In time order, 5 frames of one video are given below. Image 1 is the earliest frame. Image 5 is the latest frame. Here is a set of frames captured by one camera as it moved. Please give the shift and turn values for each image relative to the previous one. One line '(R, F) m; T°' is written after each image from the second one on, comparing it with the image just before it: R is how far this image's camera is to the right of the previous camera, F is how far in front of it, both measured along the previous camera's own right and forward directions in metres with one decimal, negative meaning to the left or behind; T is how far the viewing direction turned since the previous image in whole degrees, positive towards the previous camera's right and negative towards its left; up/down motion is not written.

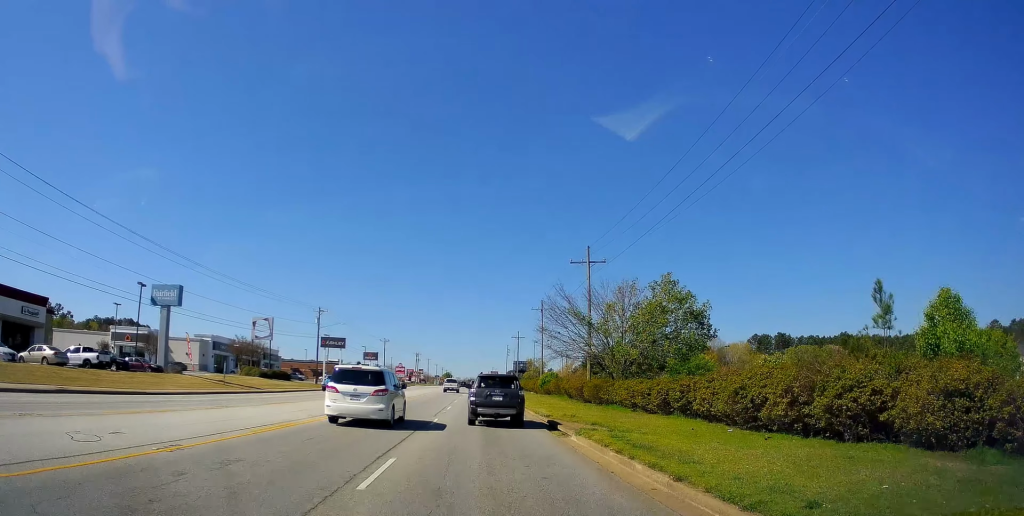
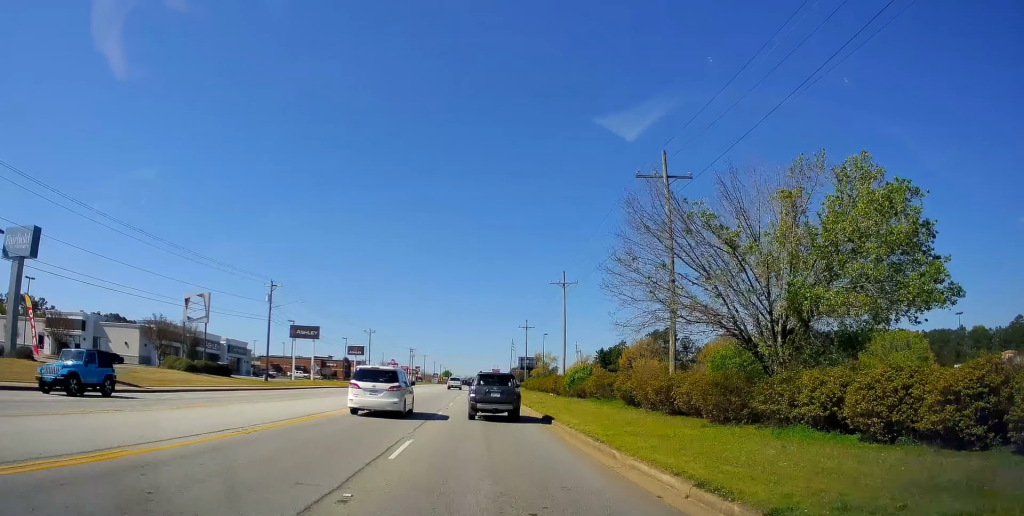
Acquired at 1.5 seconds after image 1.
(+0.1, +20.8) m; +1°
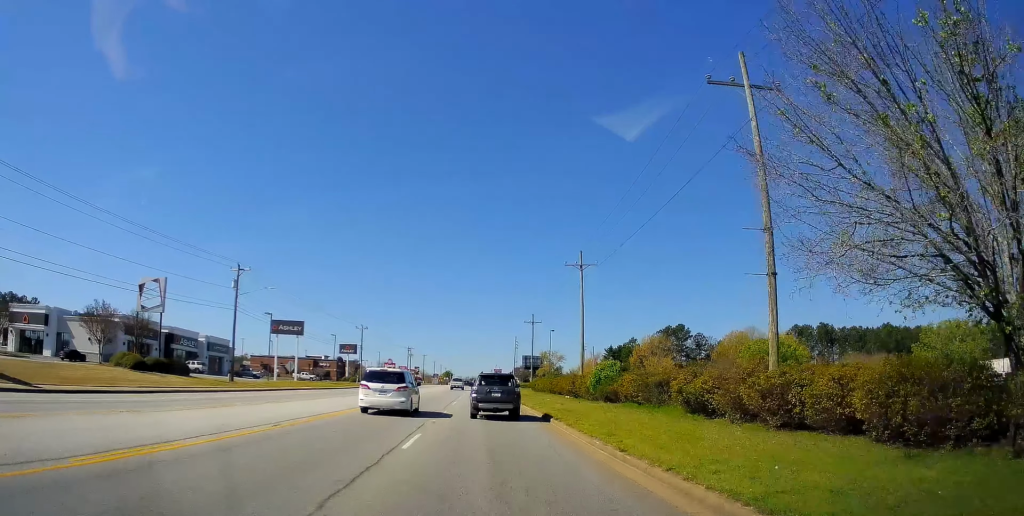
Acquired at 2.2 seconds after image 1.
(0.0, +9.9) m; 0°
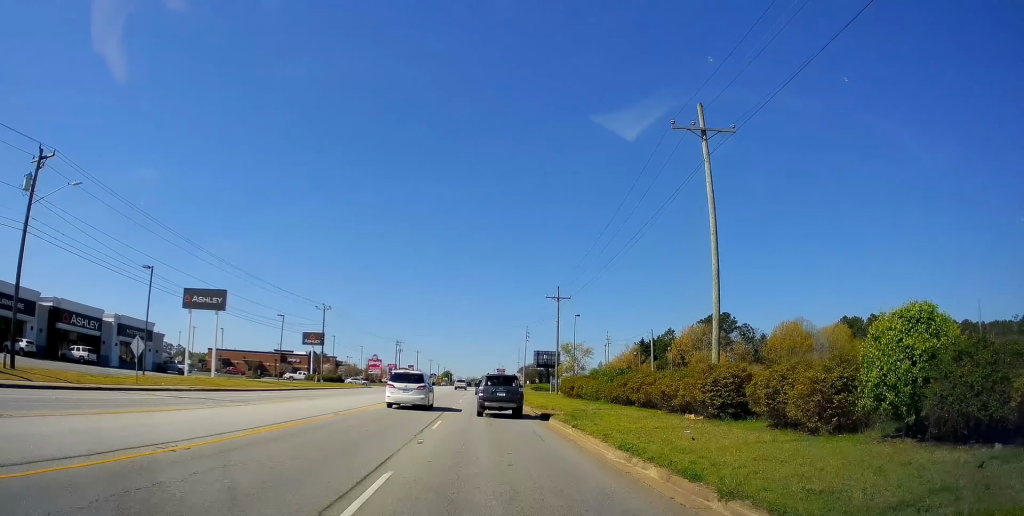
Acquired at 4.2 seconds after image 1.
(-0.1, +30.0) m; +1°
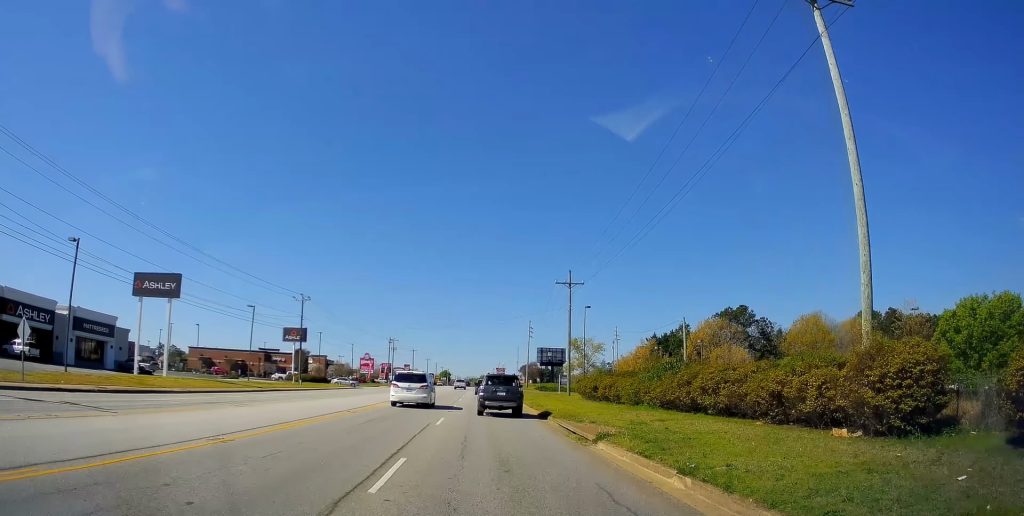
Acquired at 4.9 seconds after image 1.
(0.0, +10.0) m; 0°
